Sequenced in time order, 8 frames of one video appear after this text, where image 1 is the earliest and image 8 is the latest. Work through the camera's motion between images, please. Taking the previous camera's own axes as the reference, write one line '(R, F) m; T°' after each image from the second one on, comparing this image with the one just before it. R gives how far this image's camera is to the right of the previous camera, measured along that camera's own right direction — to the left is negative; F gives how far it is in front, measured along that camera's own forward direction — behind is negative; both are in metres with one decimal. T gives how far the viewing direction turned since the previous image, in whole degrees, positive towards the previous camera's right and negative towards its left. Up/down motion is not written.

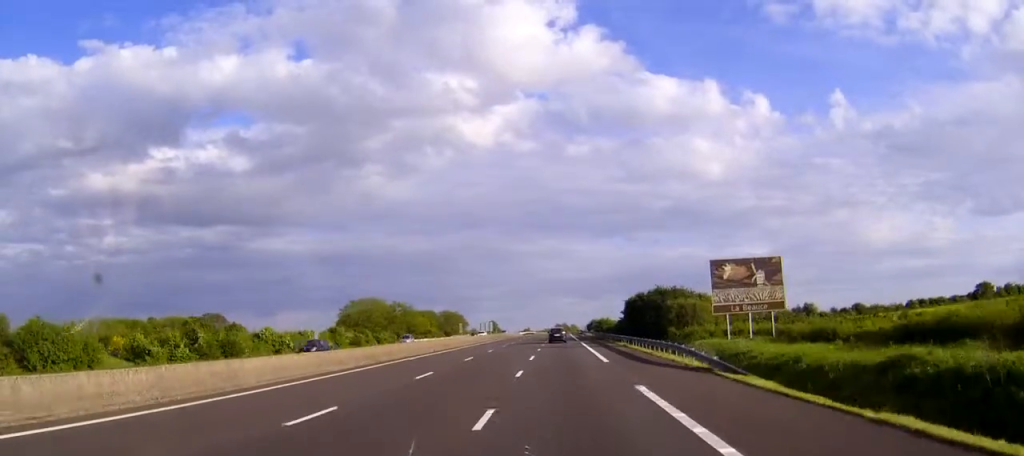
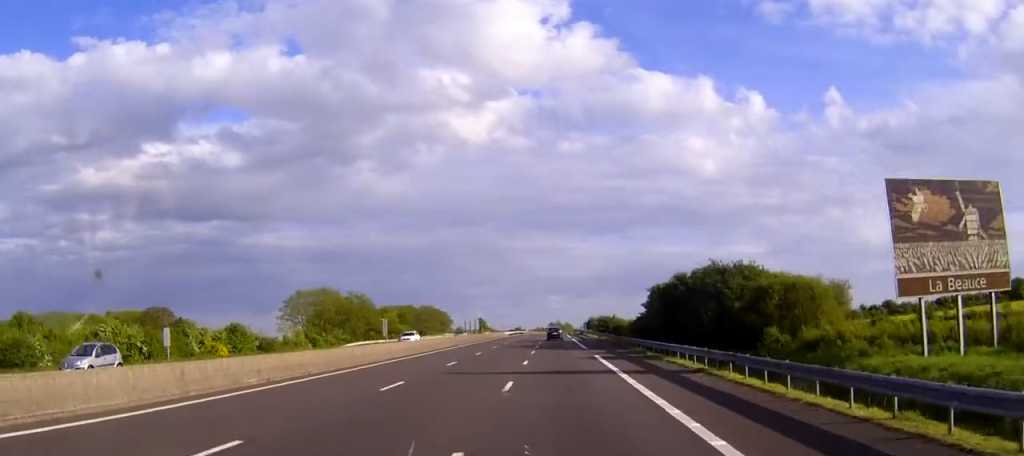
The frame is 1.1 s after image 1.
(0.0, +31.6) m; 0°
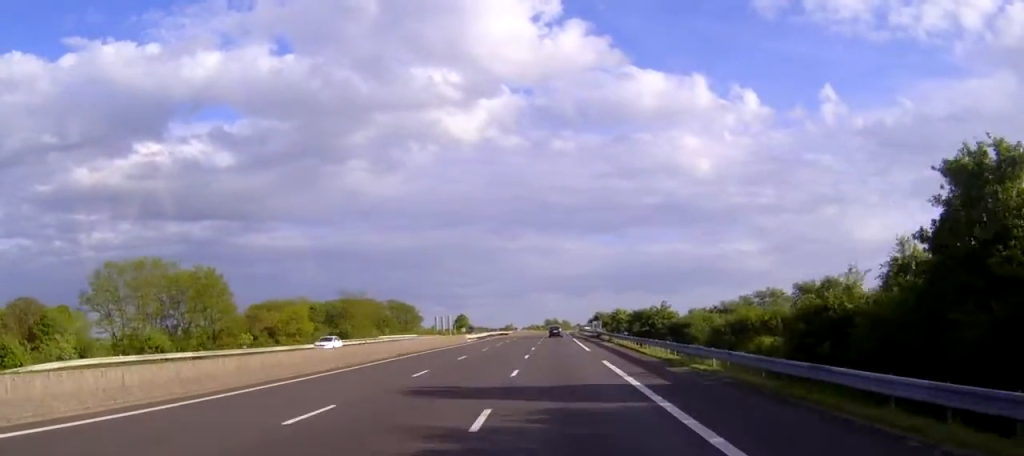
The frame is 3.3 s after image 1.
(+0.3, +60.0) m; 0°
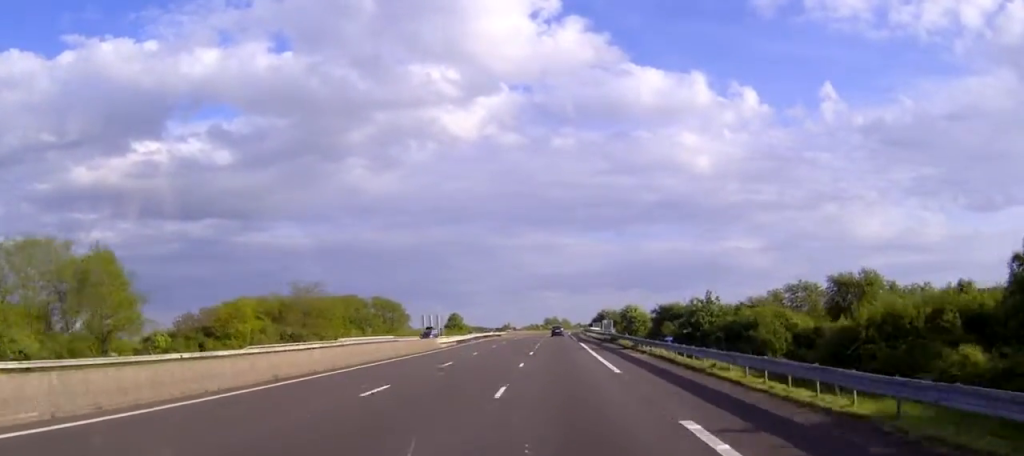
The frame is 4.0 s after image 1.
(+0.1, +20.3) m; 0°
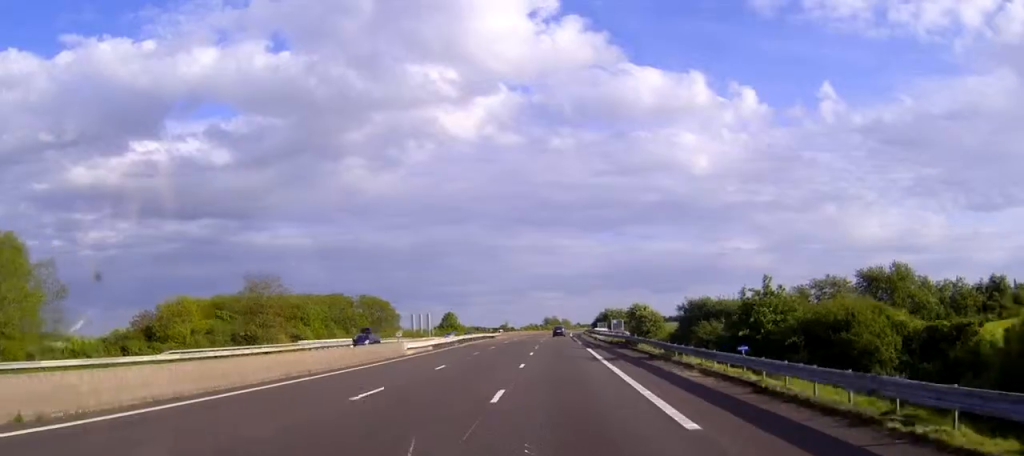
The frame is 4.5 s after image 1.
(0.0, +13.8) m; 0°
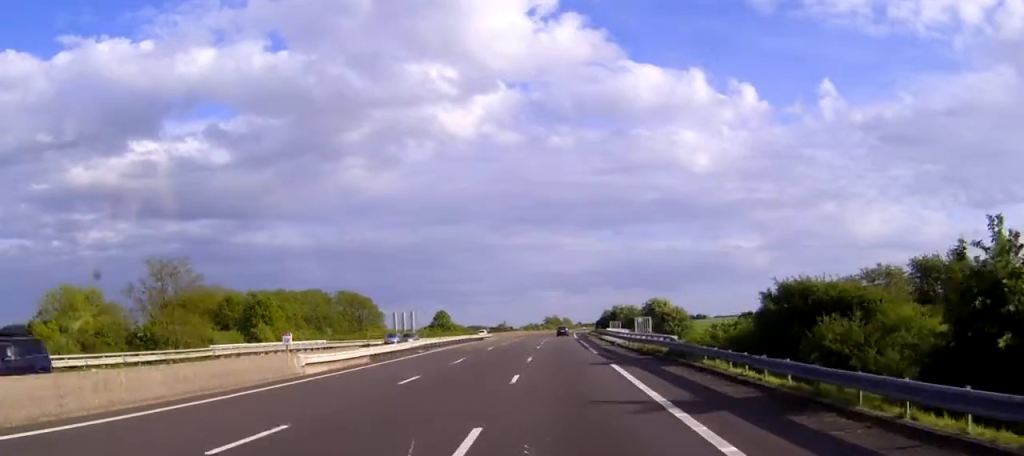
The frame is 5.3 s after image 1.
(0.0, +20.3) m; 0°
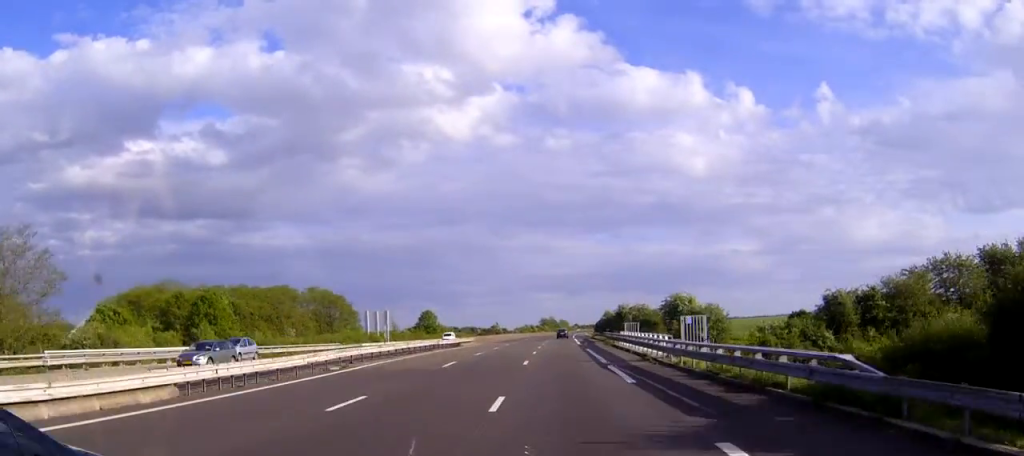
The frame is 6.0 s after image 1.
(0.0, +20.4) m; 0°
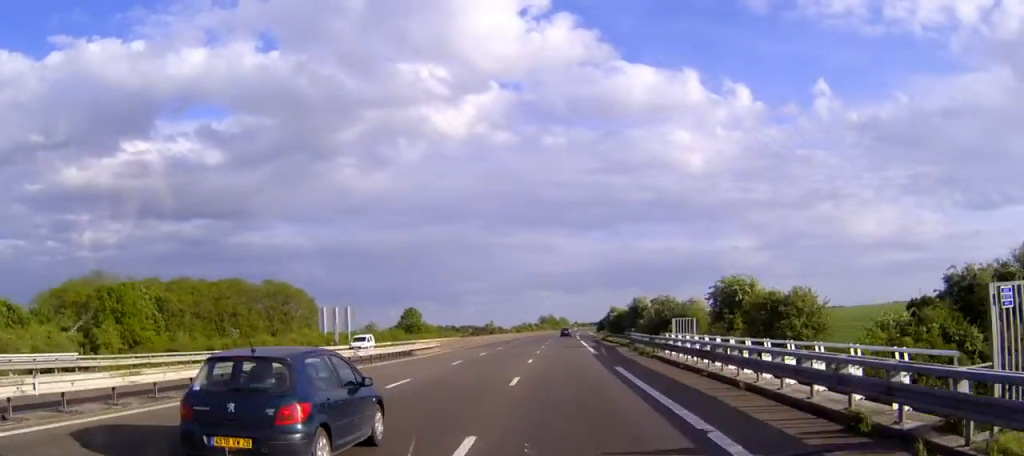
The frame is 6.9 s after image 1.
(0.0, +25.0) m; 0°
